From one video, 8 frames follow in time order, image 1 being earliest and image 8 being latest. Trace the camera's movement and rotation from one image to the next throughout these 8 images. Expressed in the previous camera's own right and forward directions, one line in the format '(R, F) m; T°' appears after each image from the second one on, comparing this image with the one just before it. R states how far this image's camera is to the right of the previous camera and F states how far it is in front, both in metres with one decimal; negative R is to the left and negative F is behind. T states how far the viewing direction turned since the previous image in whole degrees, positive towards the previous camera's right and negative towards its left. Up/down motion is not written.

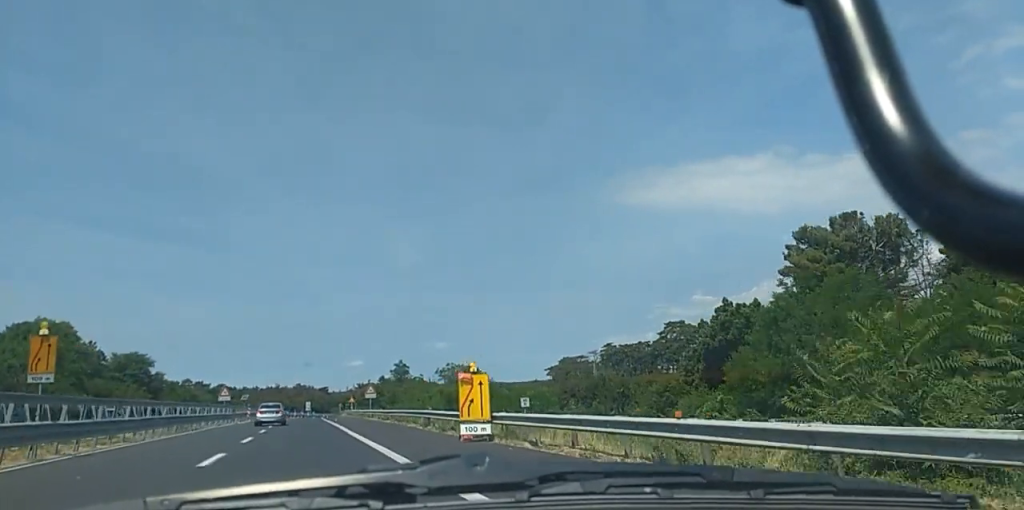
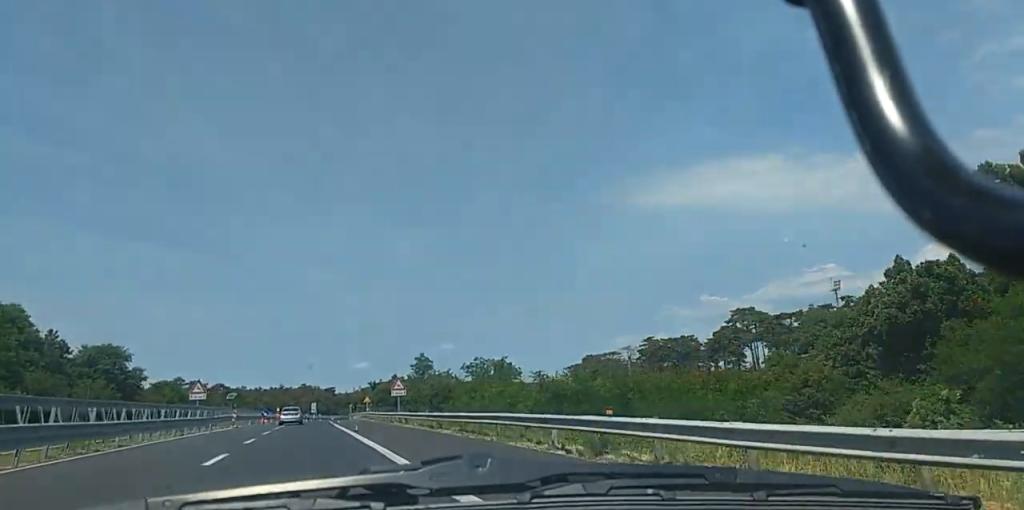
(+0.3, +21.6) m; -1°
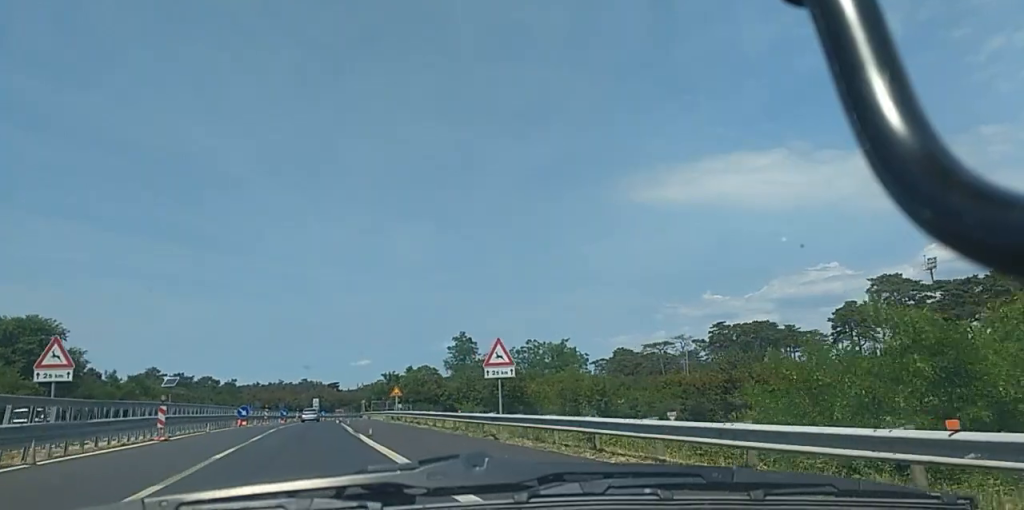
(-0.1, +32.6) m; 0°
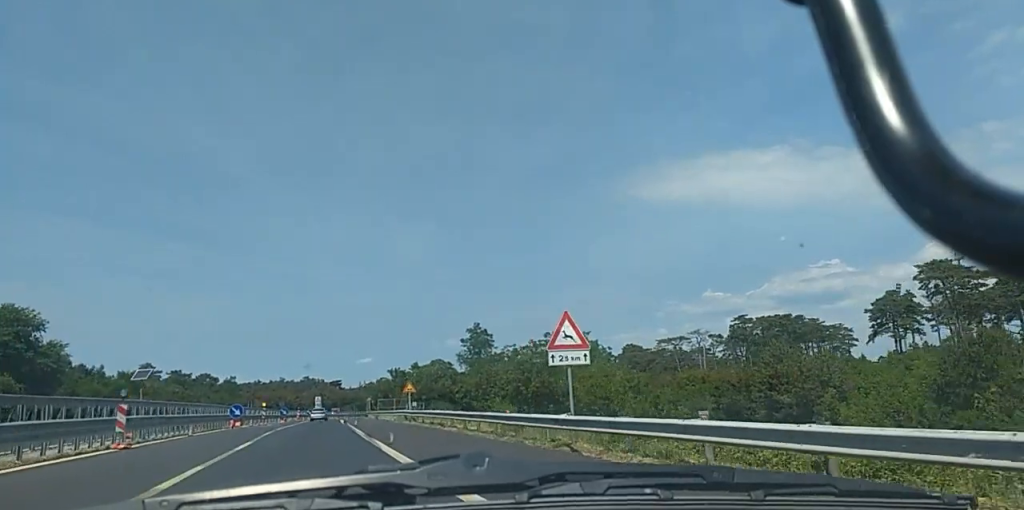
(+0.1, +7.6) m; 0°
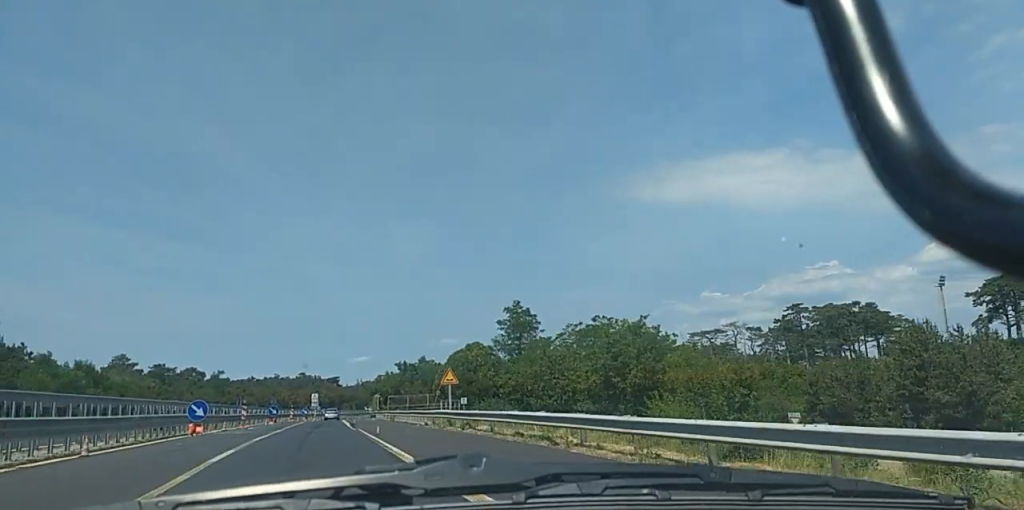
(-0.6, +17.4) m; -3°
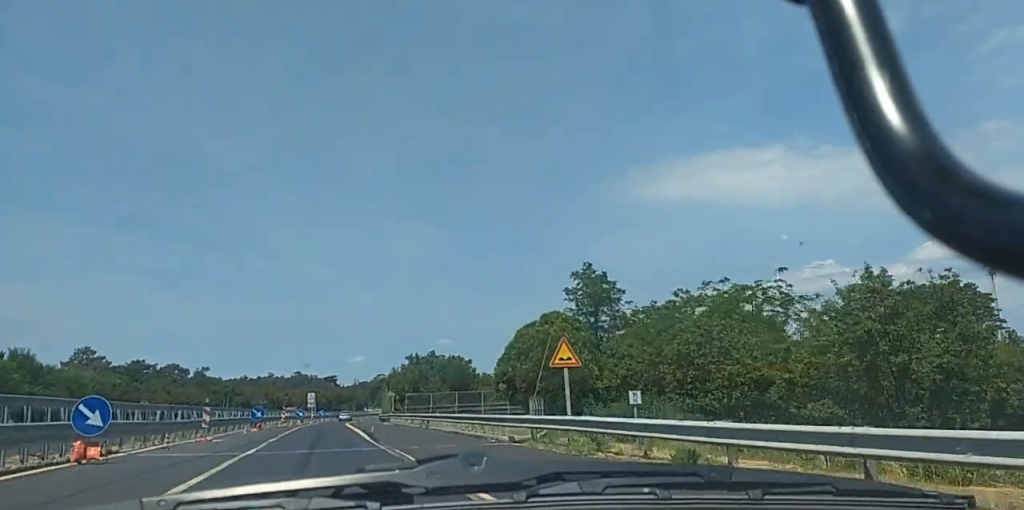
(-0.2, +18.8) m; +1°
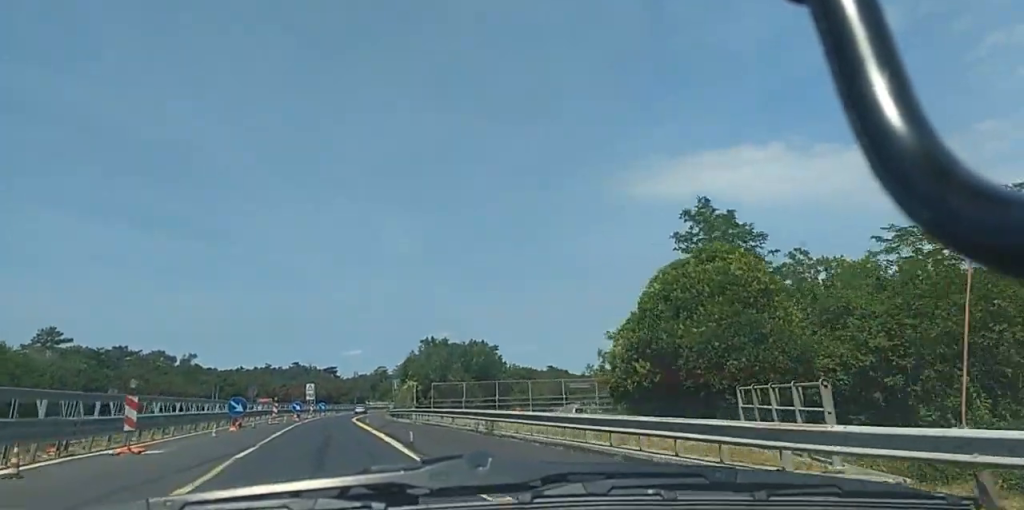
(+0.3, +15.2) m; +1°
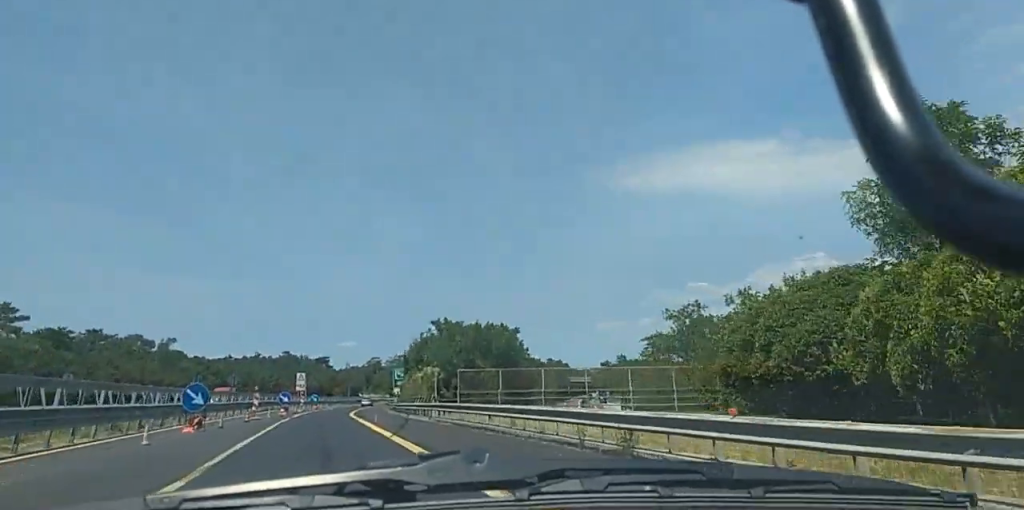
(0.0, +11.7) m; 0°
